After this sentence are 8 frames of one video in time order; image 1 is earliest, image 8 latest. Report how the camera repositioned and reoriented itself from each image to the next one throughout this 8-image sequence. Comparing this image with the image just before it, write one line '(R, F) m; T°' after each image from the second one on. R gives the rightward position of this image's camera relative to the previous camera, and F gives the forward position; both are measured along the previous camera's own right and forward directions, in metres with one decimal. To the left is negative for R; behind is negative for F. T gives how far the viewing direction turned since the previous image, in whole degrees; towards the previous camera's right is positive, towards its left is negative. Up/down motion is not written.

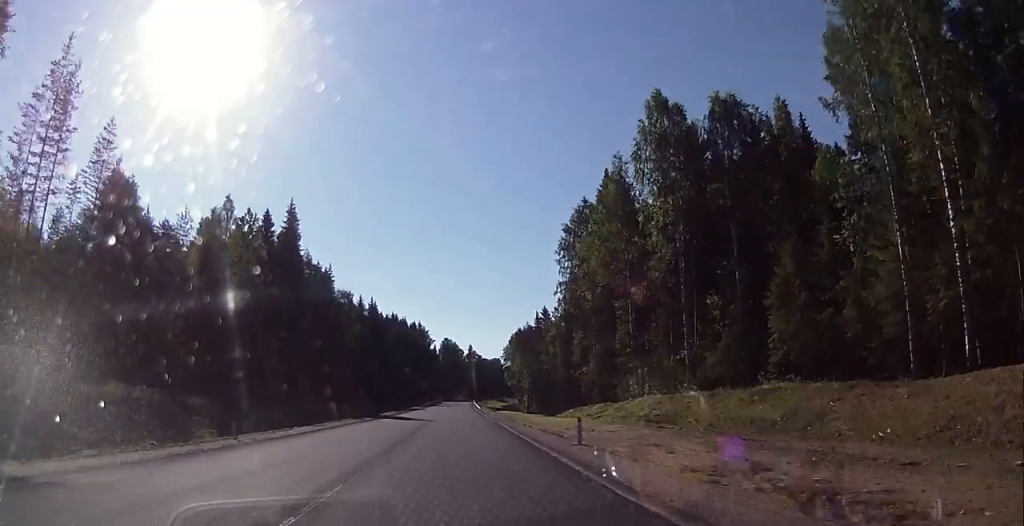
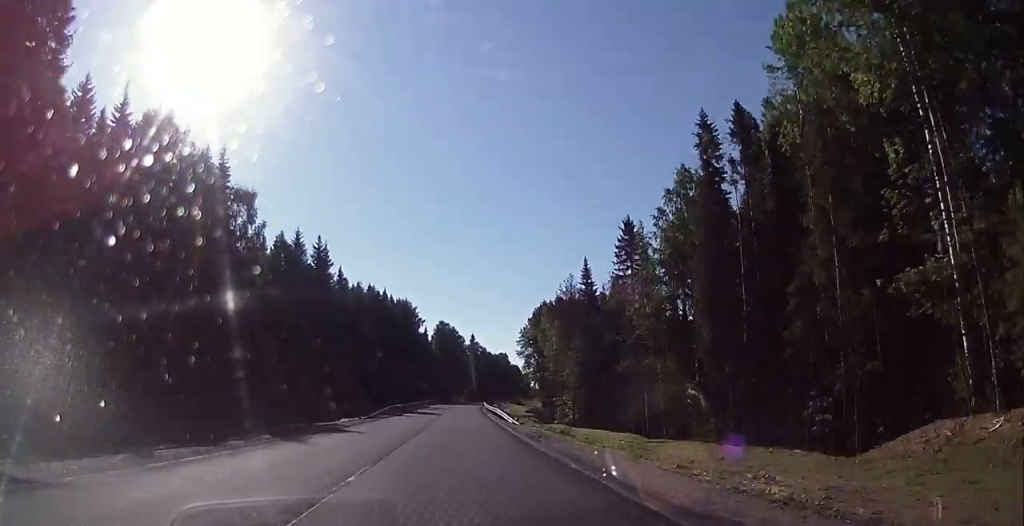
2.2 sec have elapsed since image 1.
(-1.0, +66.2) m; -1°
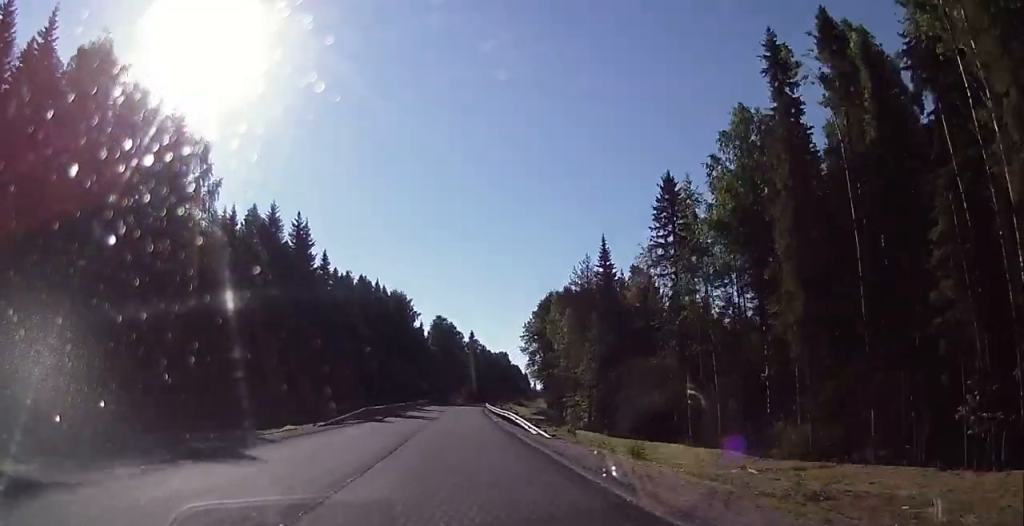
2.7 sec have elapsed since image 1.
(-0.3, +13.7) m; +1°
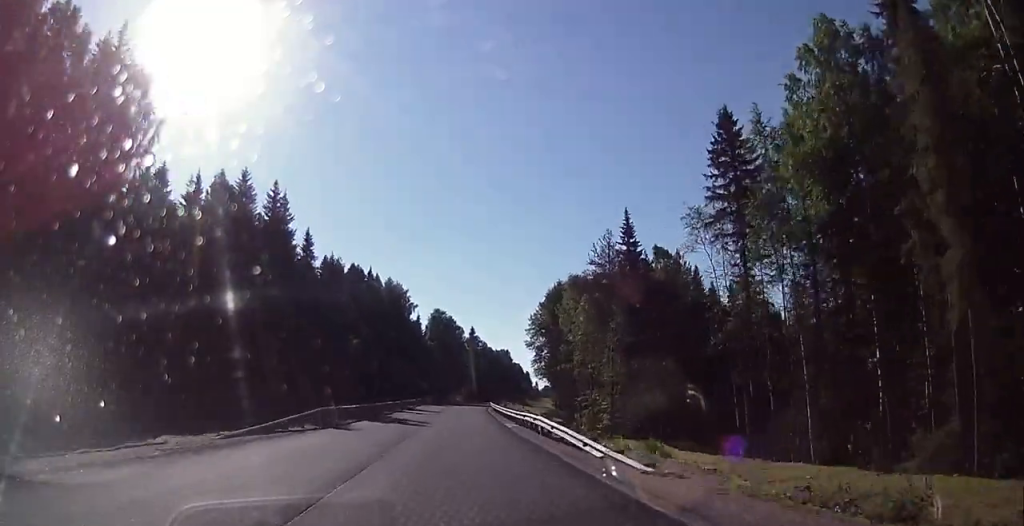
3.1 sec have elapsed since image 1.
(+0.1, +12.7) m; 0°
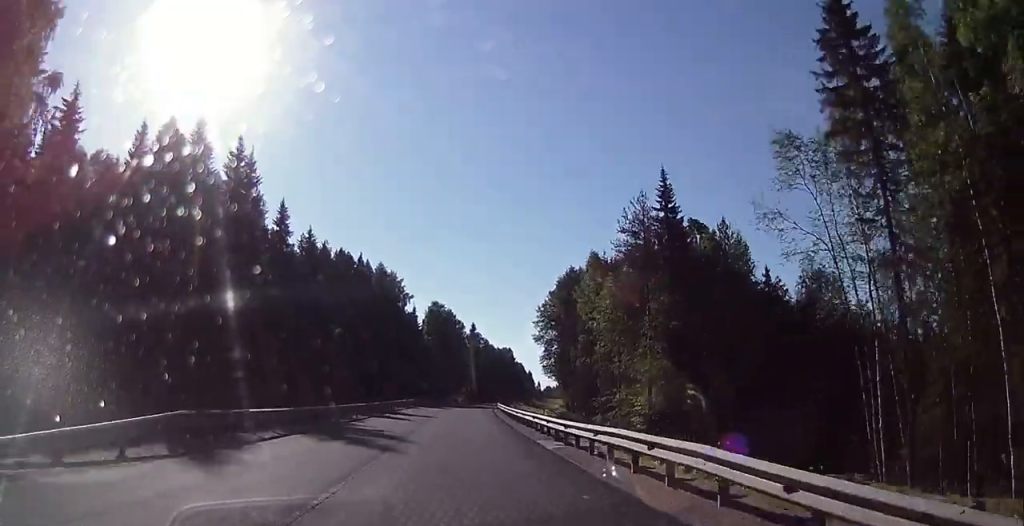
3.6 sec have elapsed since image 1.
(+0.5, +14.7) m; 0°
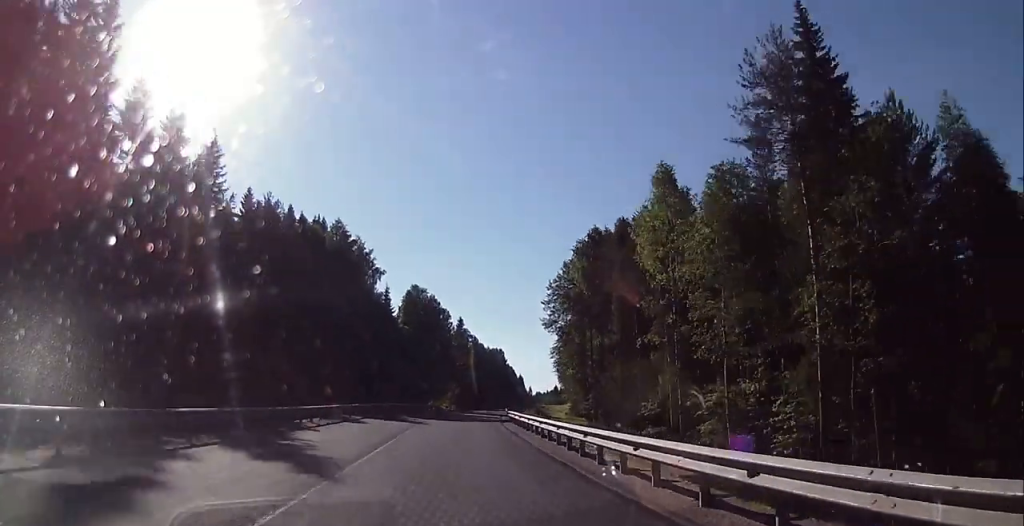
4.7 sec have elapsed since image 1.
(-0.2, +31.3) m; +1°
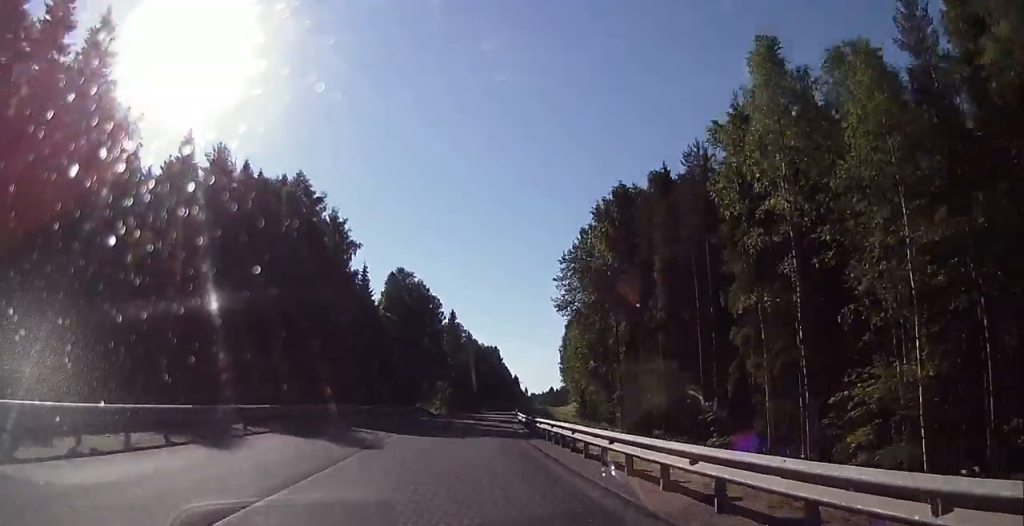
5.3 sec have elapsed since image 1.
(+0.4, +18.7) m; +1°
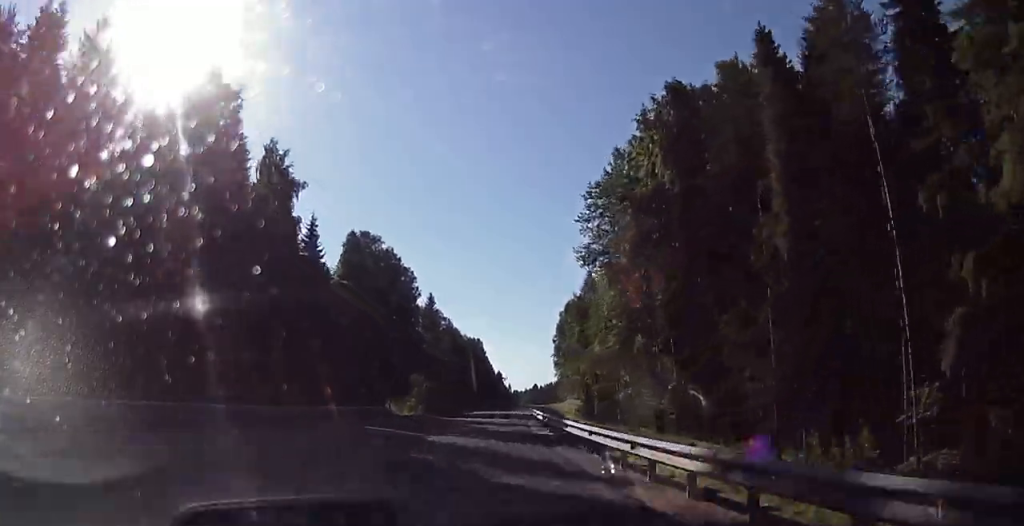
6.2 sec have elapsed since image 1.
(+0.6, +24.7) m; +2°
